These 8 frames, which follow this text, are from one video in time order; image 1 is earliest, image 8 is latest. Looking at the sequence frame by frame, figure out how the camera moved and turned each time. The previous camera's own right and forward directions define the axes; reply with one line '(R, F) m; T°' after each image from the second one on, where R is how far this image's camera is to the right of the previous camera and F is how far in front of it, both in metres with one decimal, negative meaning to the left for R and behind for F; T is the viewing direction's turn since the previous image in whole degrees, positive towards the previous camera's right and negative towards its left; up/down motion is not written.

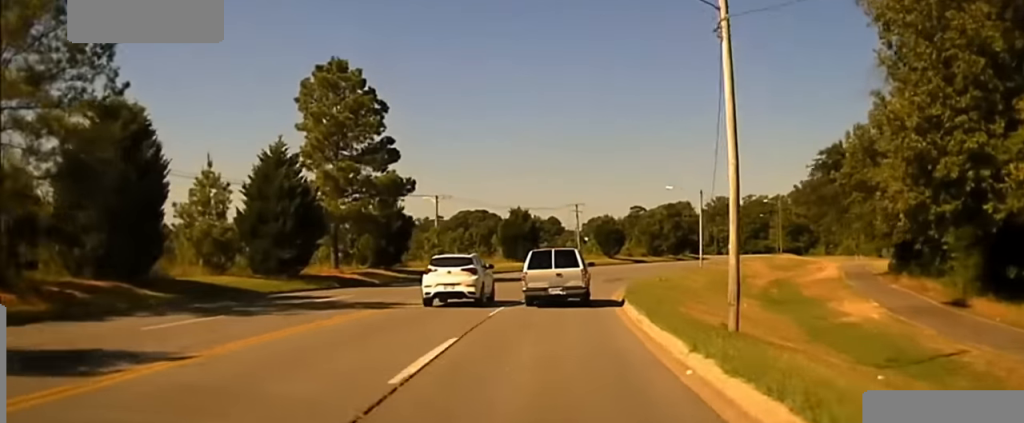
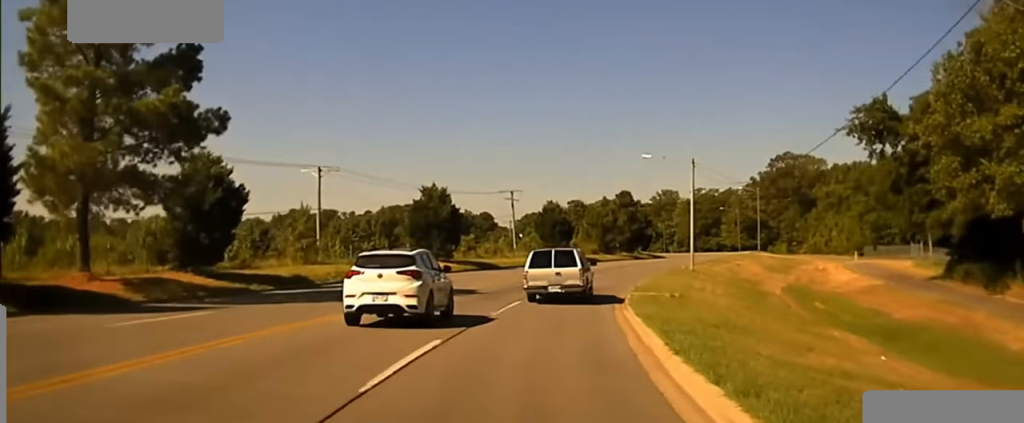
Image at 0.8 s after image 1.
(+0.8, +26.1) m; +4°
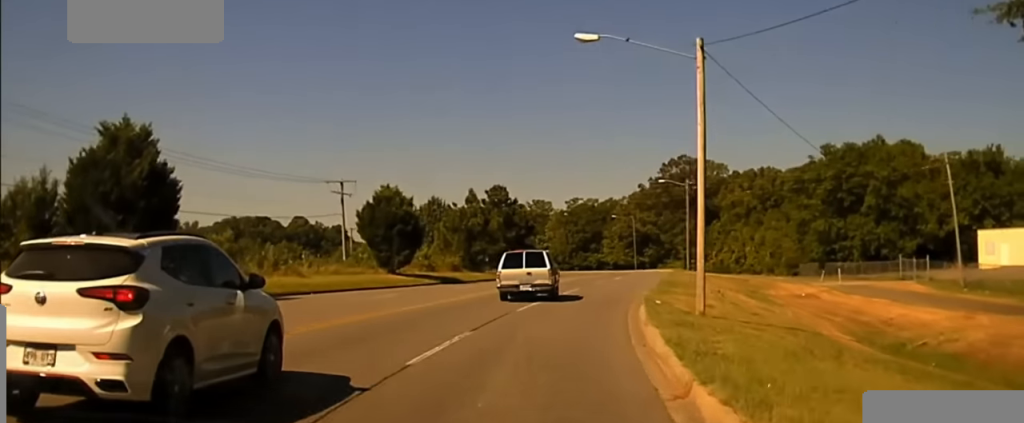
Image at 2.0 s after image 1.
(+2.4, +35.5) m; +7°
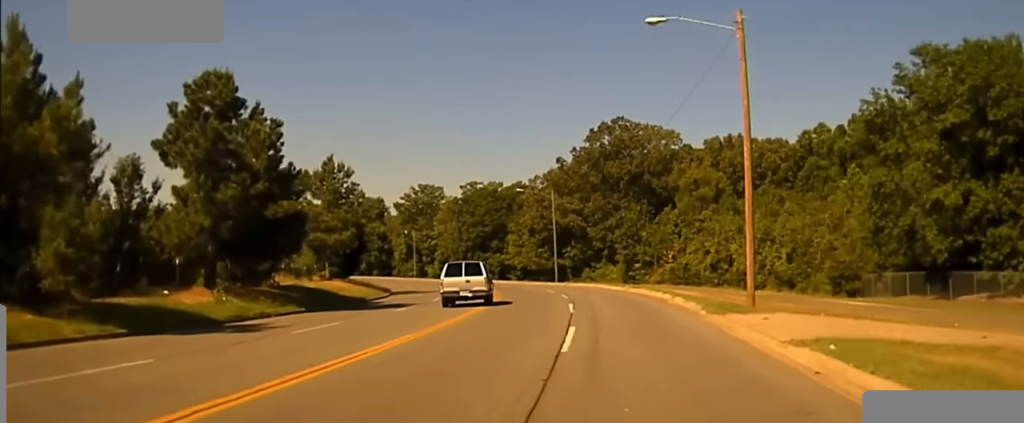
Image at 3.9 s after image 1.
(+6.0, +50.4) m; +10°
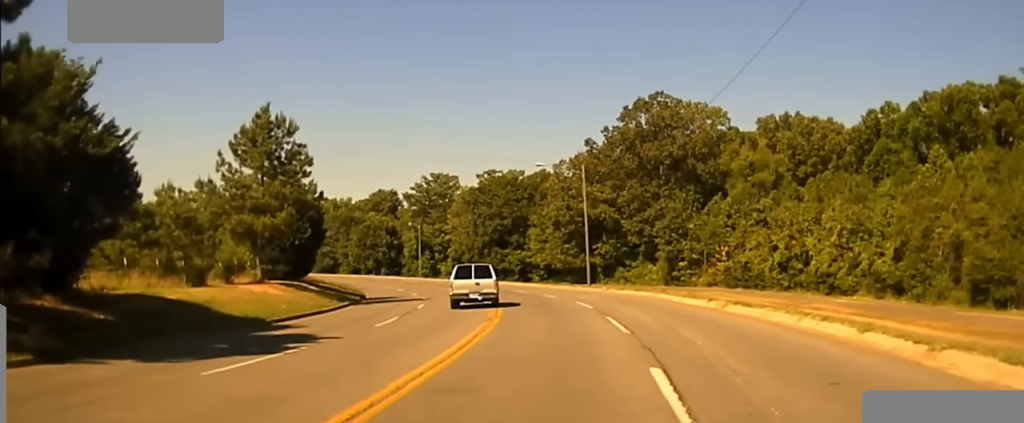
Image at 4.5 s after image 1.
(+0.1, +16.4) m; -1°
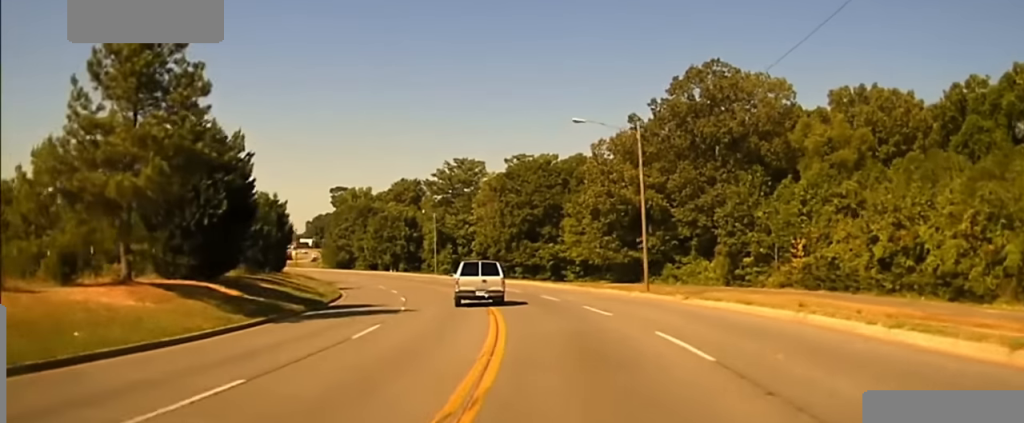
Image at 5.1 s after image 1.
(-0.3, +17.0) m; -2°
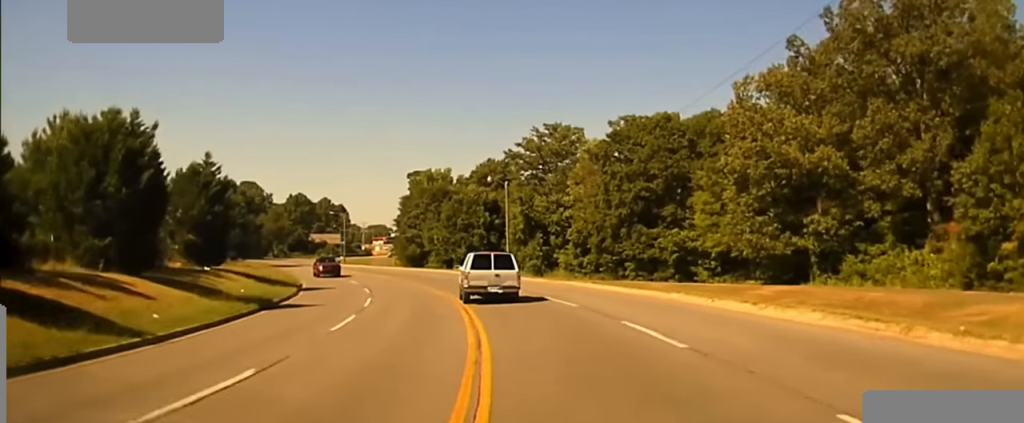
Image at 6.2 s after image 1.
(-1.4, +33.0) m; -6°
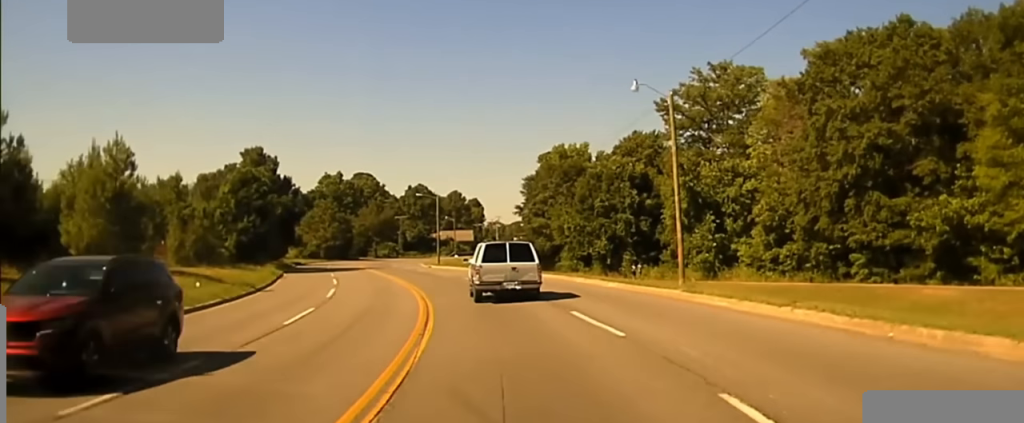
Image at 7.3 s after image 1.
(-2.4, +39.6) m; -7°
